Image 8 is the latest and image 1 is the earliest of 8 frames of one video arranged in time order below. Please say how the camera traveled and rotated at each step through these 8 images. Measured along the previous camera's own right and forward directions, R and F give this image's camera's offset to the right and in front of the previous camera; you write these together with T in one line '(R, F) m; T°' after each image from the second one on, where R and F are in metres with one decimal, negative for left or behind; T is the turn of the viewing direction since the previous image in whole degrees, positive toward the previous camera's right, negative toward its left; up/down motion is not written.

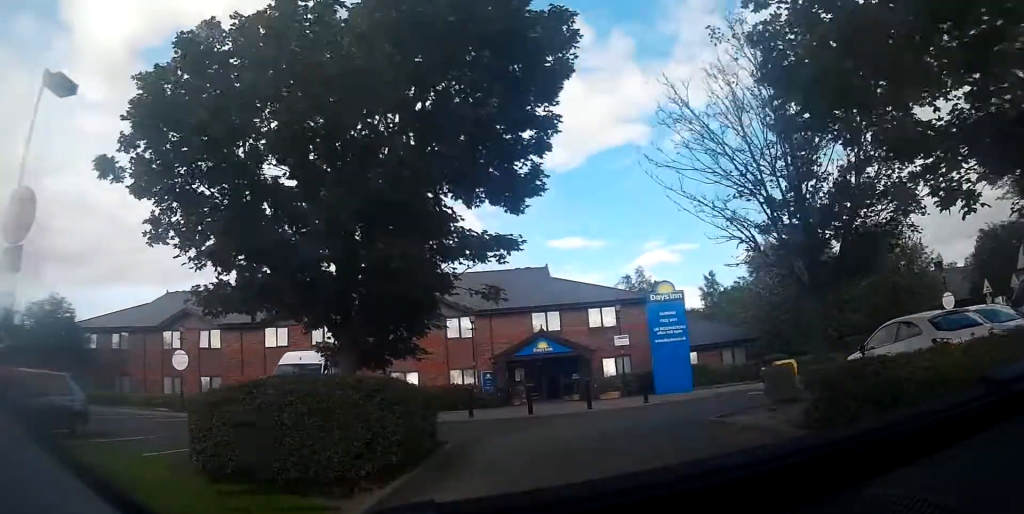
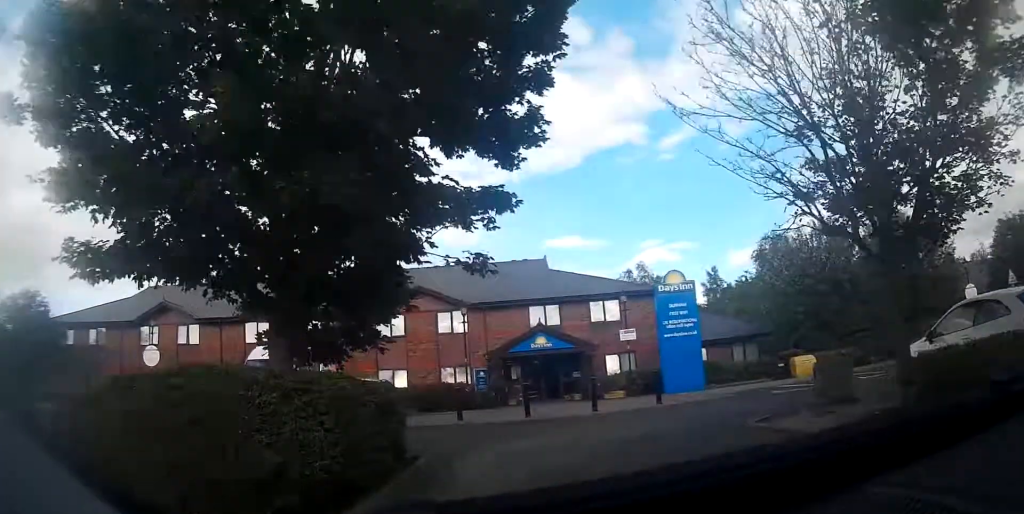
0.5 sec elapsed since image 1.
(-0.2, +2.3) m; +3°
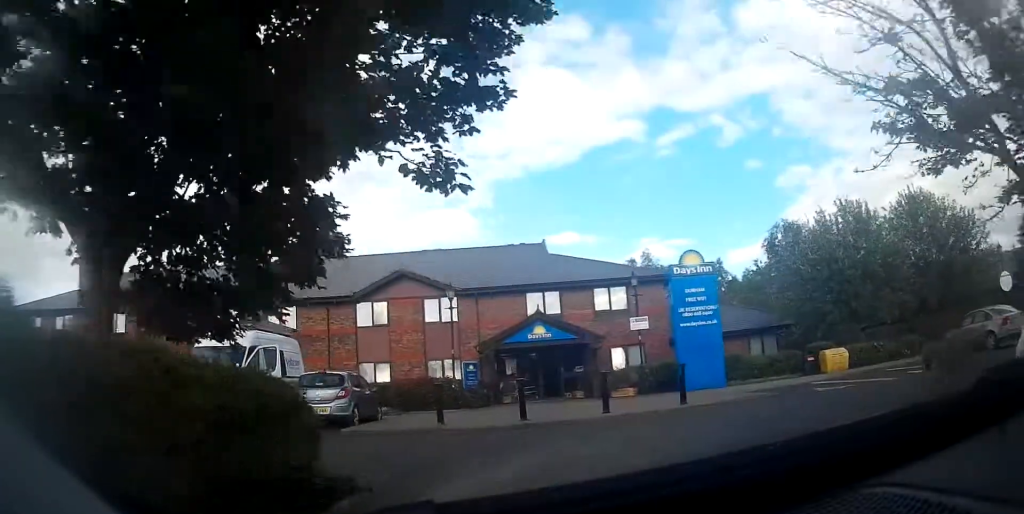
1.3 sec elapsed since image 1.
(+0.1, +3.1) m; +5°
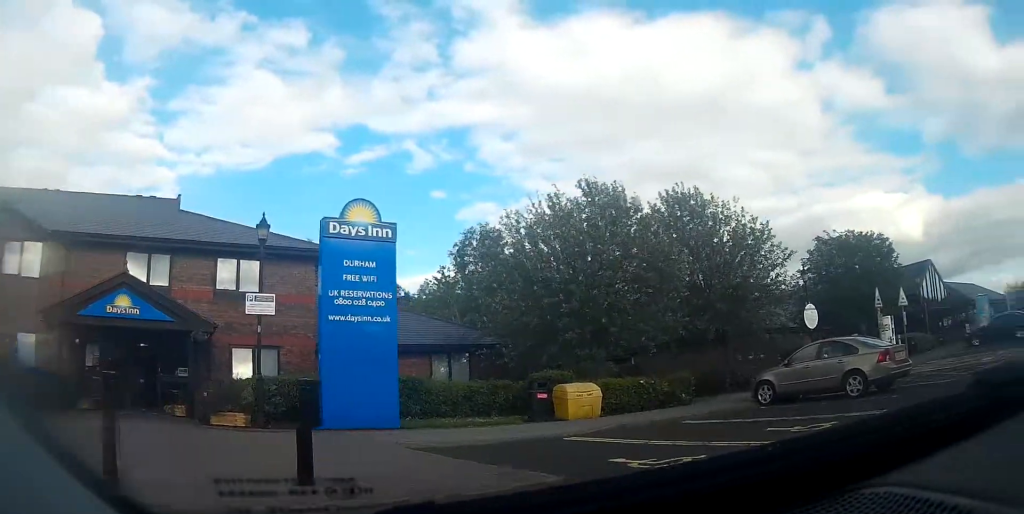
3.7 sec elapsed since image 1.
(+1.1, +9.4) m; +25°
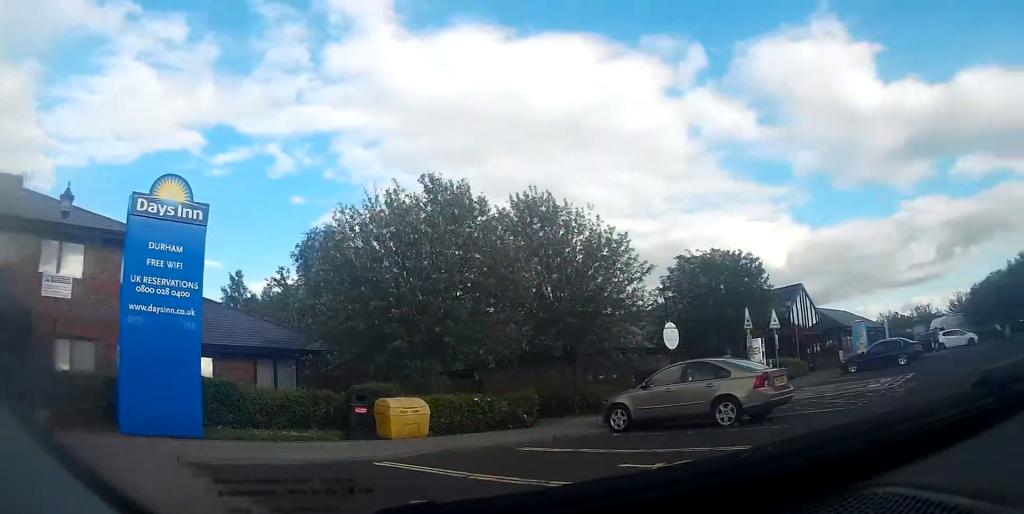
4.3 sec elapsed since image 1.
(+0.3, +1.8) m; +14°
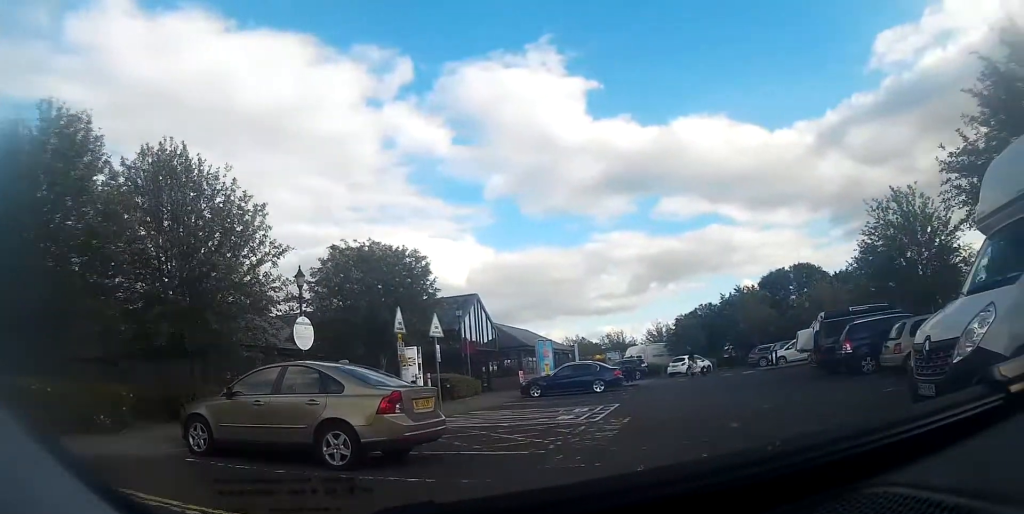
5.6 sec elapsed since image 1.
(+1.2, +4.1) m; +29°
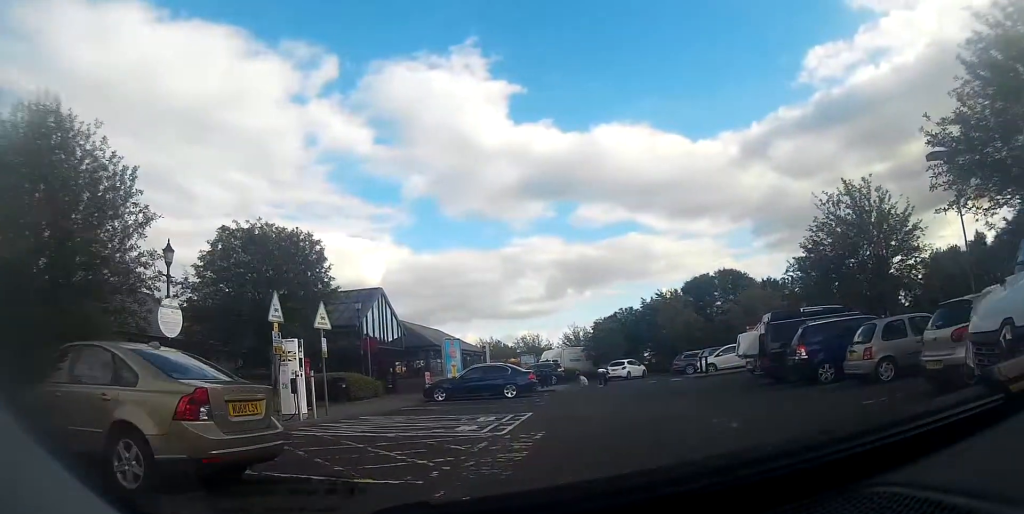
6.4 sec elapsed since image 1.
(+0.3, +2.7) m; +8°
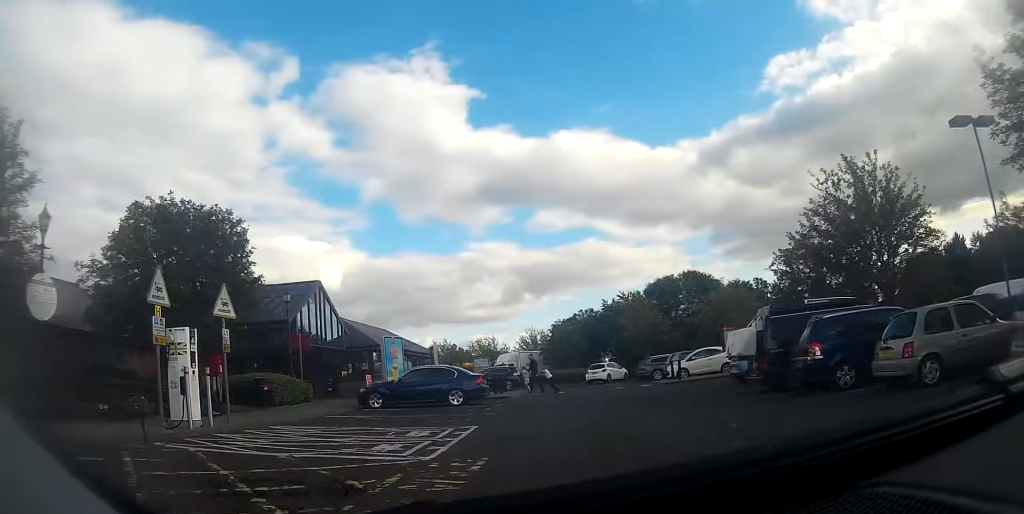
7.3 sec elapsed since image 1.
(+0.2, +3.2) m; +5°
